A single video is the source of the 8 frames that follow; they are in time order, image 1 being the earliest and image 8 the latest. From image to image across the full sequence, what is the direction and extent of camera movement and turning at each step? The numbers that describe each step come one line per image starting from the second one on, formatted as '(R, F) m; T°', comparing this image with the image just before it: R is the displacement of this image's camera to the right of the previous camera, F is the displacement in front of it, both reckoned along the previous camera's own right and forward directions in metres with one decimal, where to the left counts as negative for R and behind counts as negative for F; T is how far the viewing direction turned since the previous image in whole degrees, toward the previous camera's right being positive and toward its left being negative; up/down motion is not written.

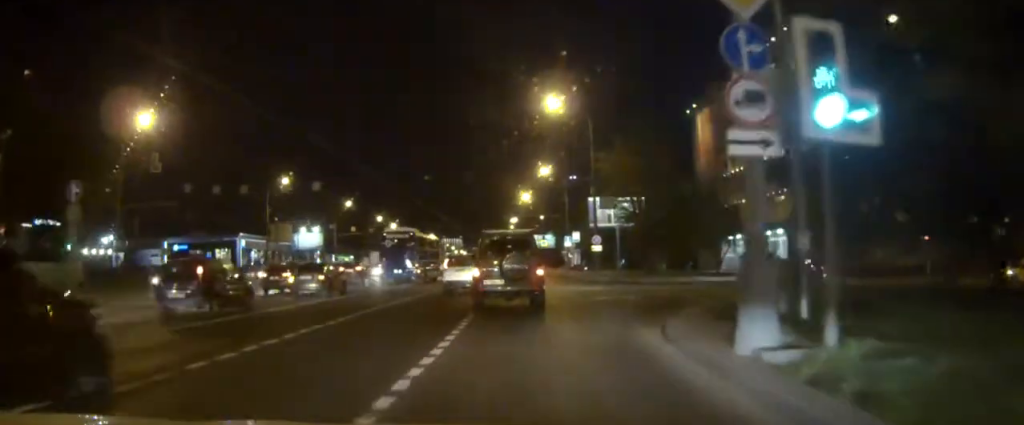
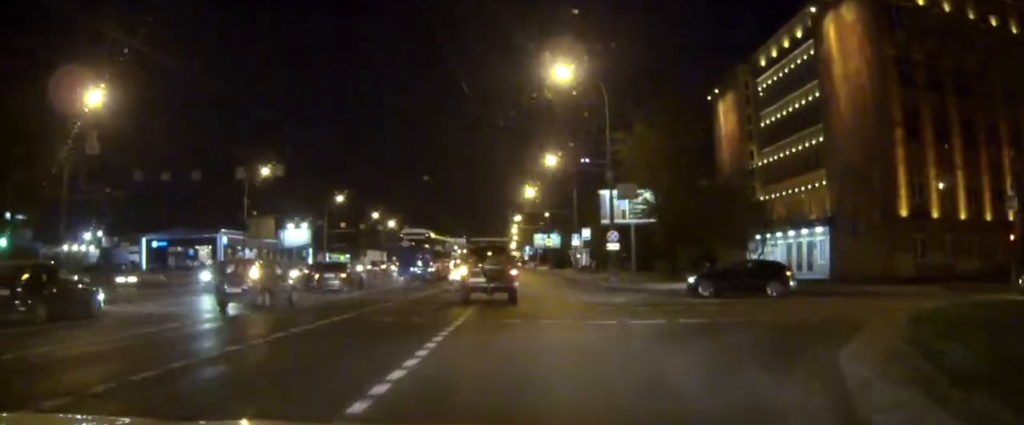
(-0.2, +9.5) m; 0°
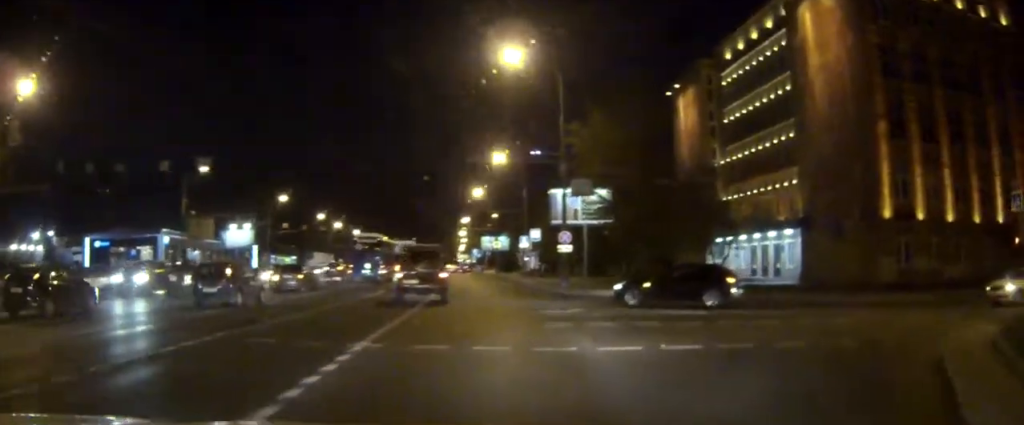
(+0.1, +4.5) m; +4°
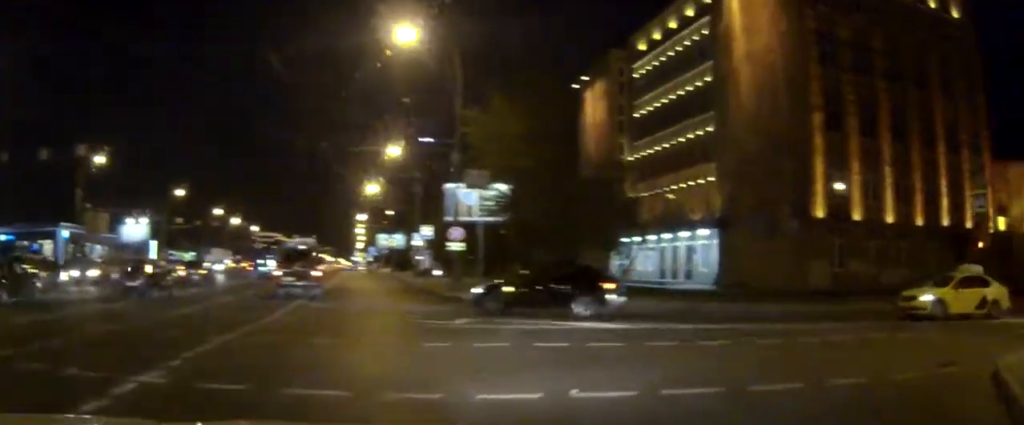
(+0.1, +4.3) m; +6°
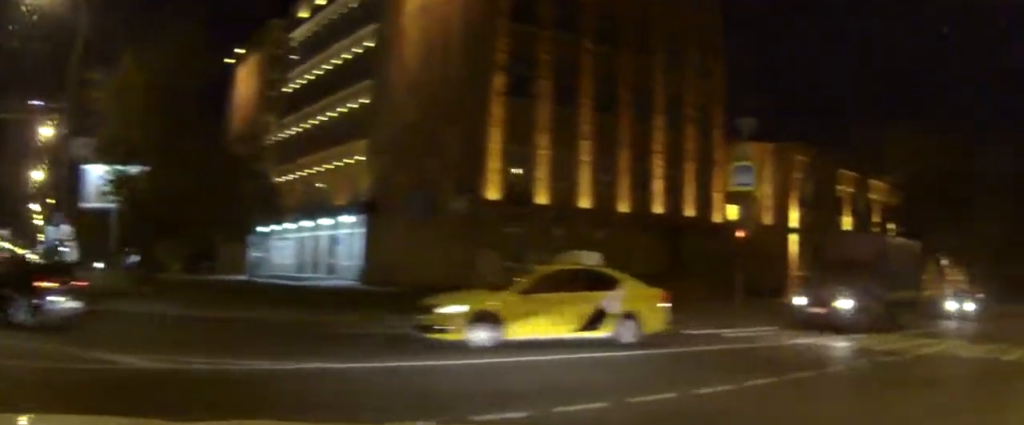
(+1.3, +8.0) m; +23°
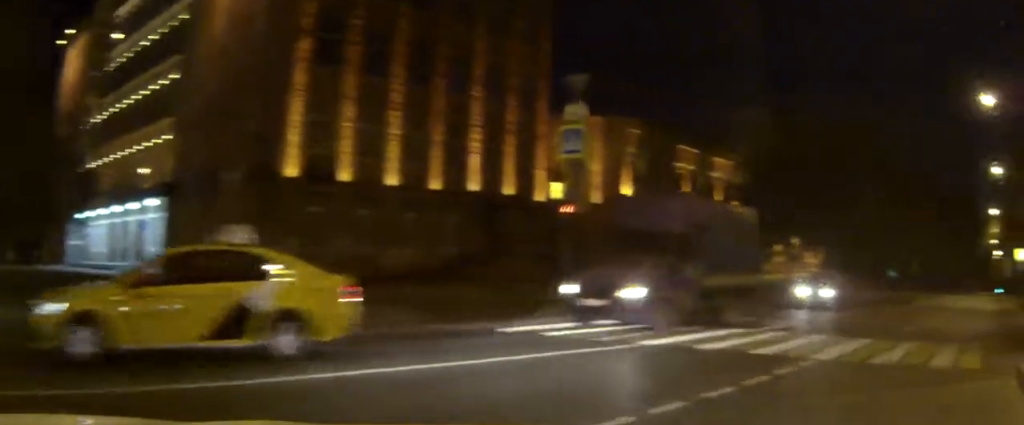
(+0.2, +3.5) m; +13°
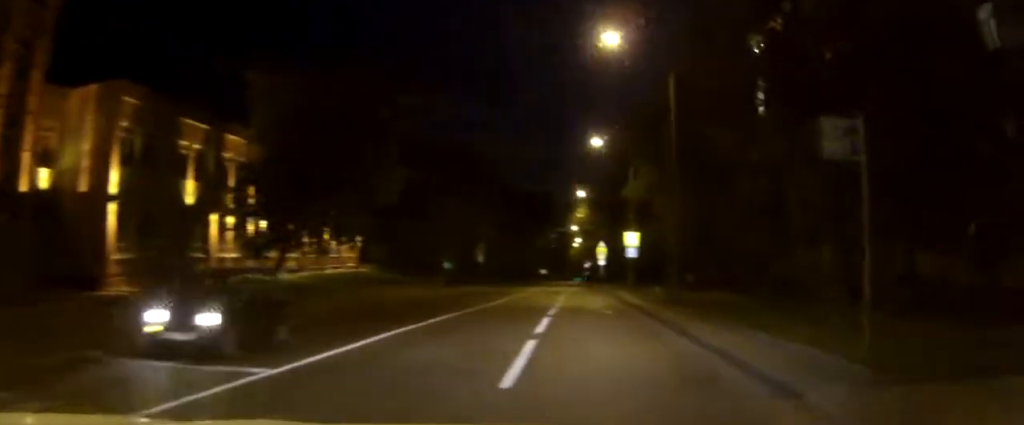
(+3.0, +8.7) m; +31°
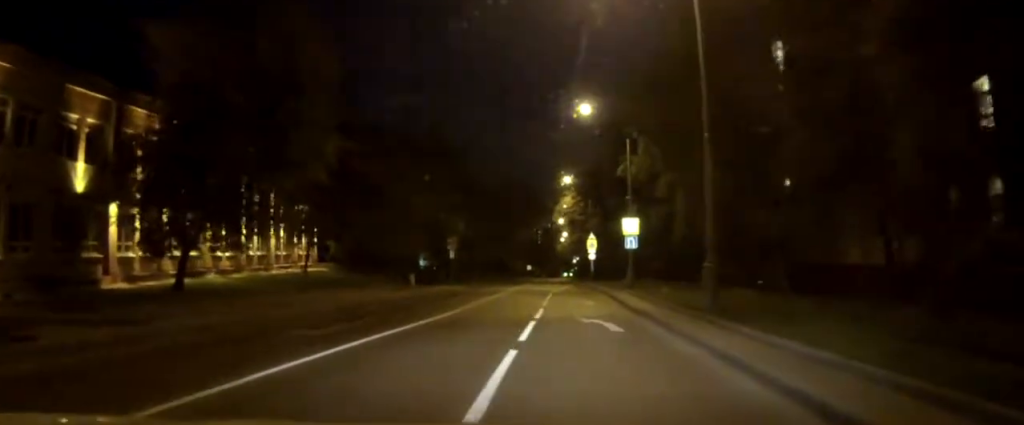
(+1.3, +8.8) m; +10°
